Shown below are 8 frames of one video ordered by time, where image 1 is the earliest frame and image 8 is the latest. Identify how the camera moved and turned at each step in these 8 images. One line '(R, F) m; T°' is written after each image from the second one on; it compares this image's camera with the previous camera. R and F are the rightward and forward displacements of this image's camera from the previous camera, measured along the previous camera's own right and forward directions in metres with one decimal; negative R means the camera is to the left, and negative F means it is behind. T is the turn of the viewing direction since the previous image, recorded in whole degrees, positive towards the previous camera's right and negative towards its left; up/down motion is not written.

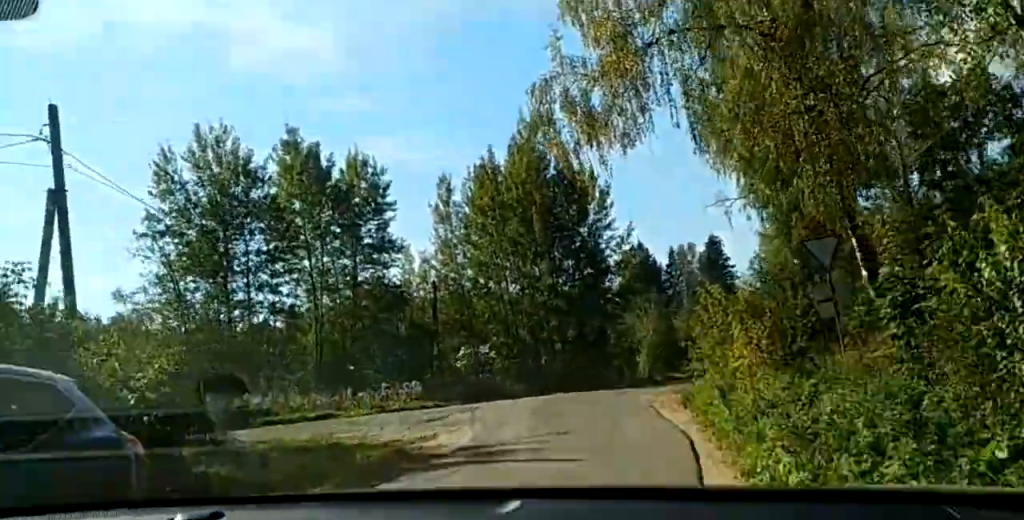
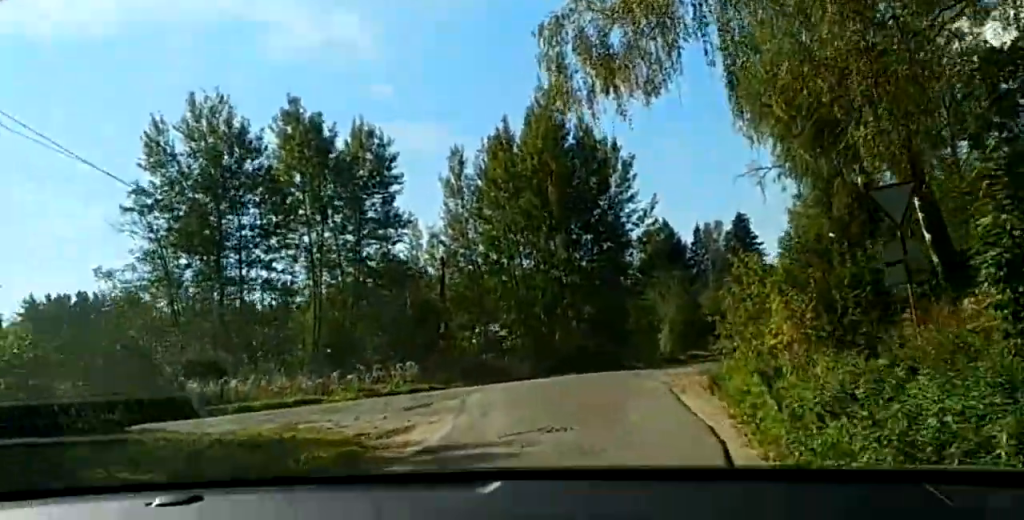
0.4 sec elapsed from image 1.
(0.0, +3.7) m; -1°
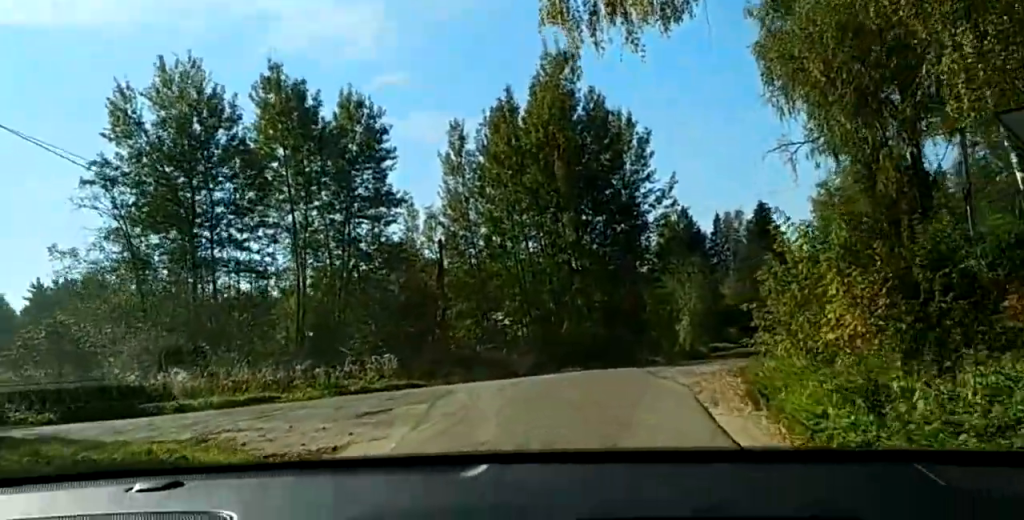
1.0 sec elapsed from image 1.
(+0.1, +4.9) m; -2°
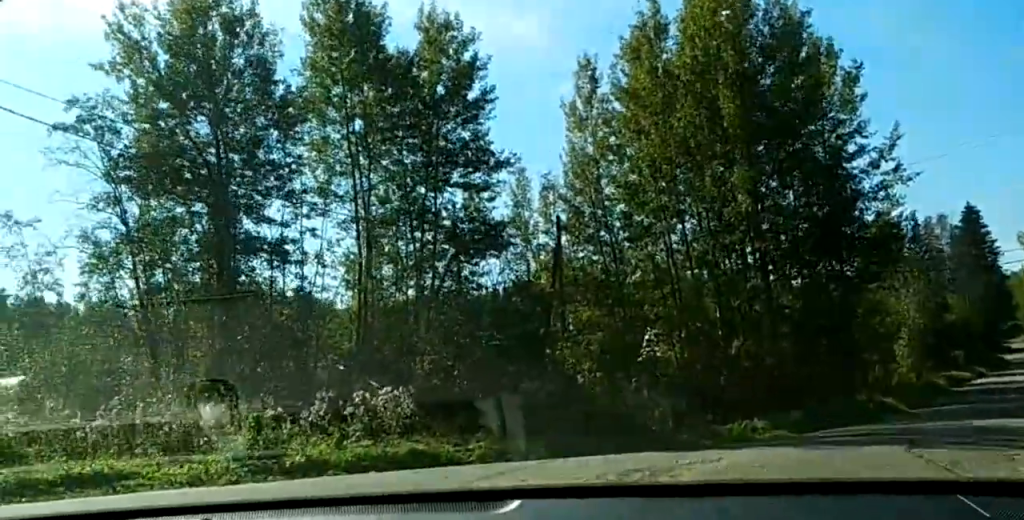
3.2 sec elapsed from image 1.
(-1.1, +16.0) m; -12°
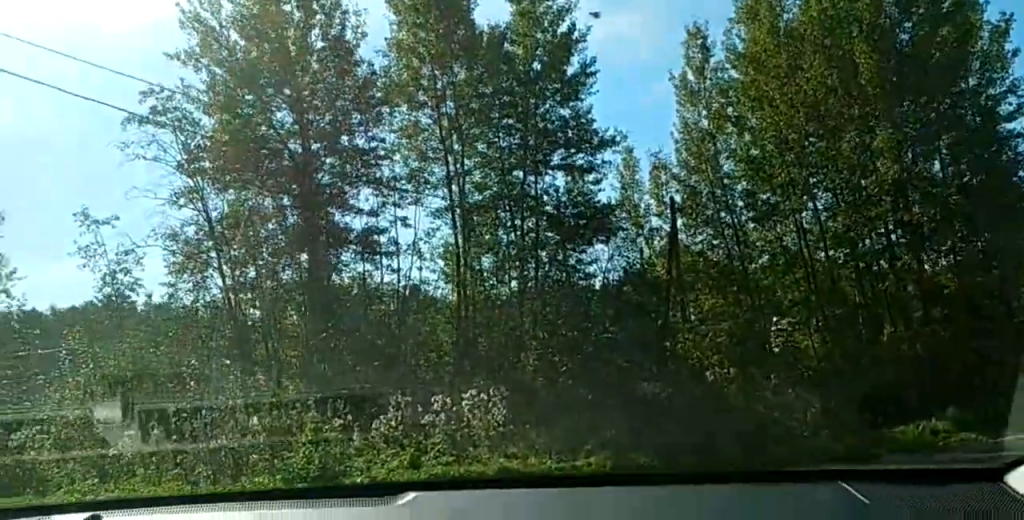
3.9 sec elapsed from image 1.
(-0.6, +4.2) m; -8°
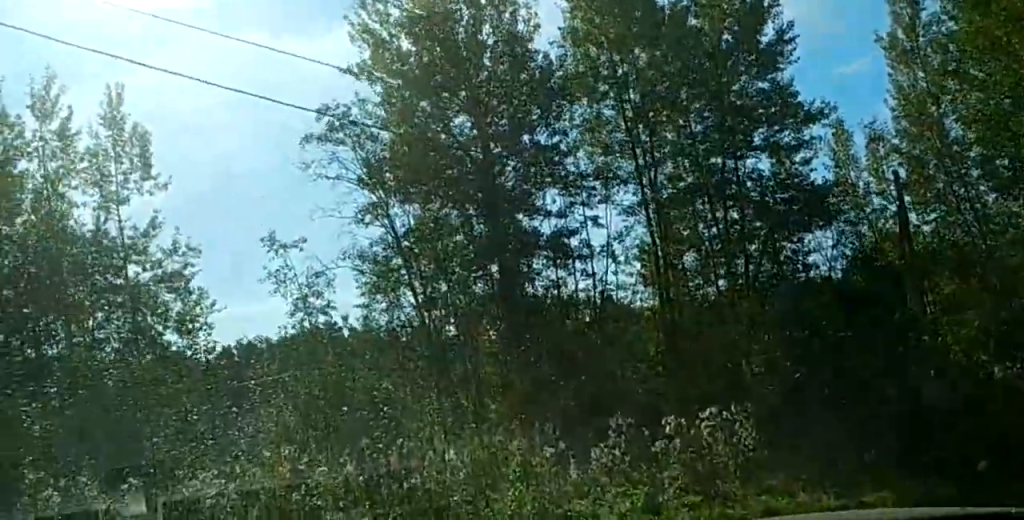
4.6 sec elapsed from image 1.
(-0.2, +3.5) m; -11°
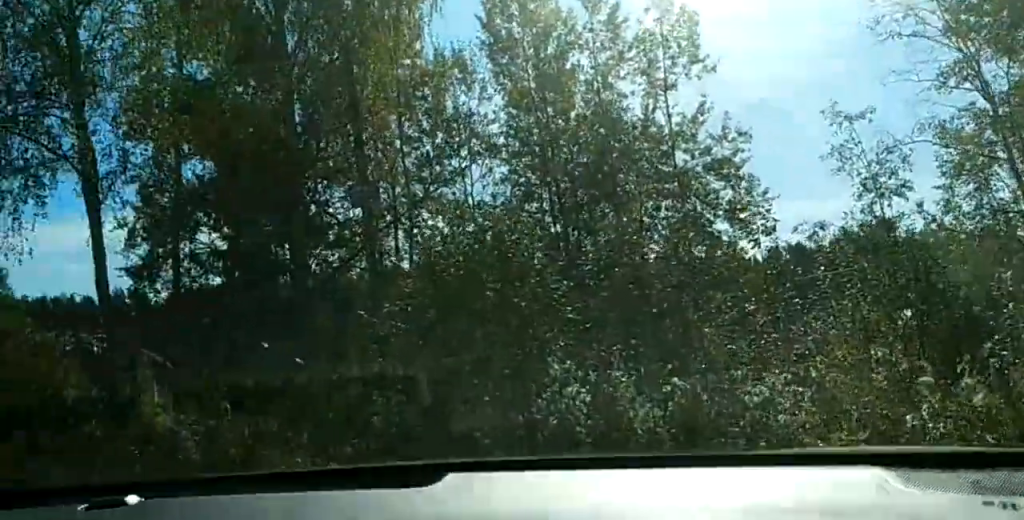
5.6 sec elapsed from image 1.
(-0.9, +5.0) m; -26°
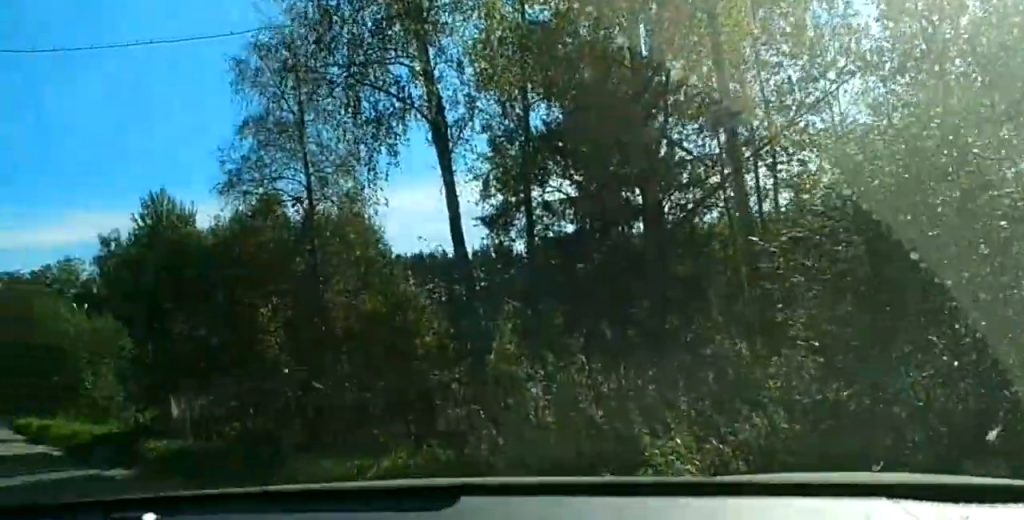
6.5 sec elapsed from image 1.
(-1.0, +3.9) m; -19°
